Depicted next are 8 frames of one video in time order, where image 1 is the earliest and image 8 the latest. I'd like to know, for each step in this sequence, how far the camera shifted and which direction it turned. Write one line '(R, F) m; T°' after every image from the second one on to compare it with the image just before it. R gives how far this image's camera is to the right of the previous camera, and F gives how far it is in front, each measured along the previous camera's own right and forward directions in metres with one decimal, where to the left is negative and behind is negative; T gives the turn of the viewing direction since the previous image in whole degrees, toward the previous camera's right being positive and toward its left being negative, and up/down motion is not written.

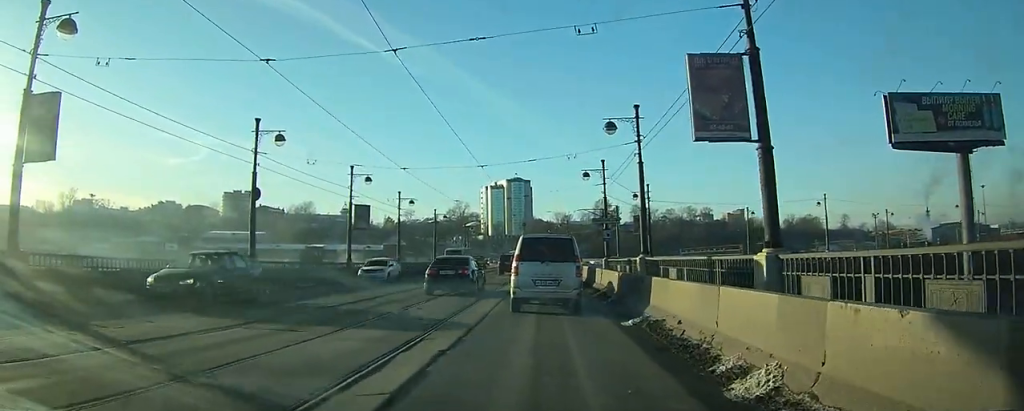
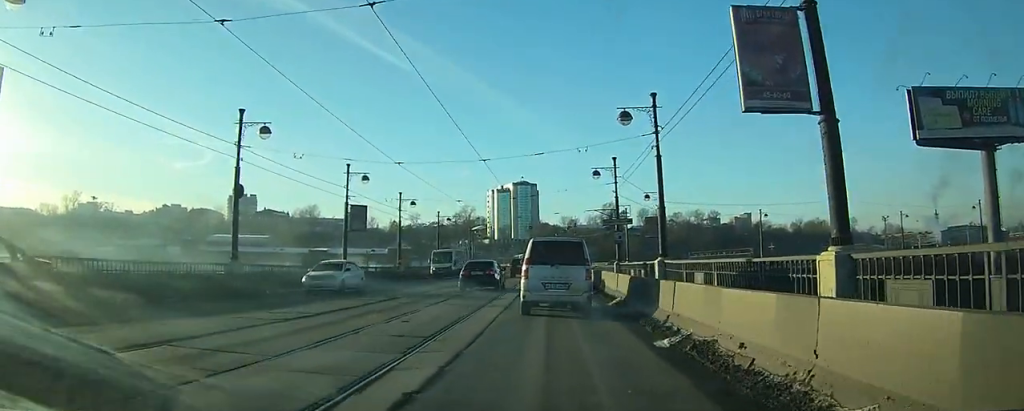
(0.0, +2.8) m; +1°
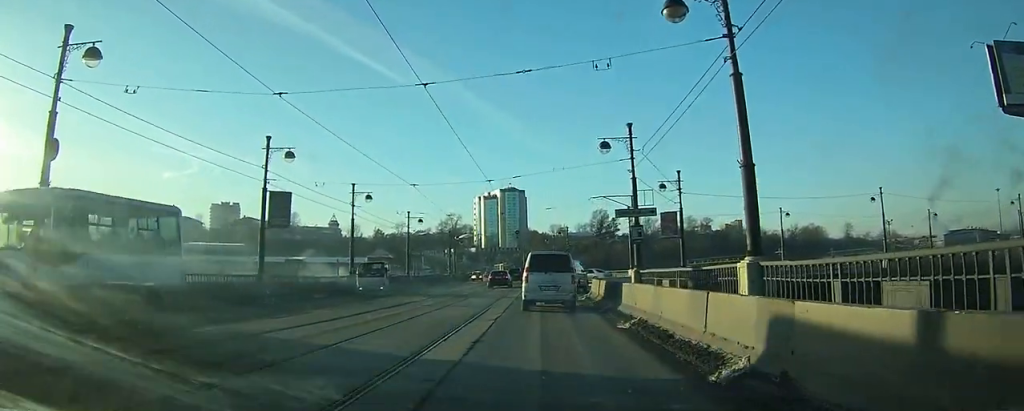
(+0.4, +12.2) m; +3°
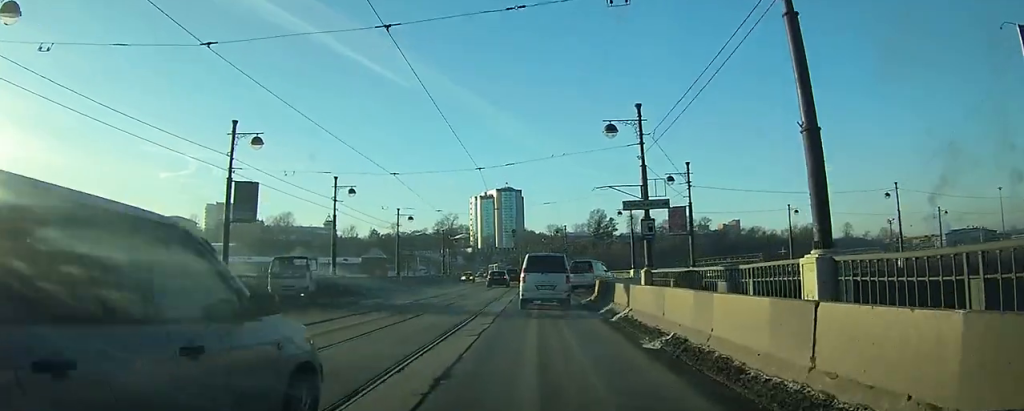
(0.0, +3.3) m; 0°
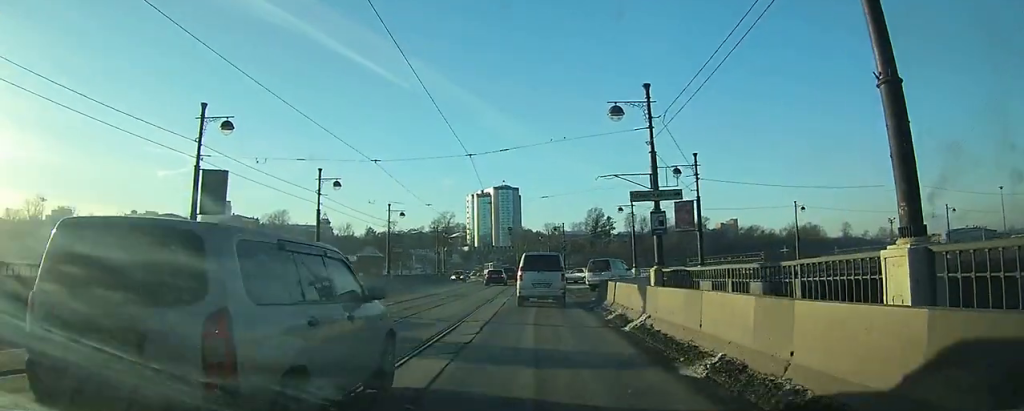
(0.0, +2.5) m; 0°
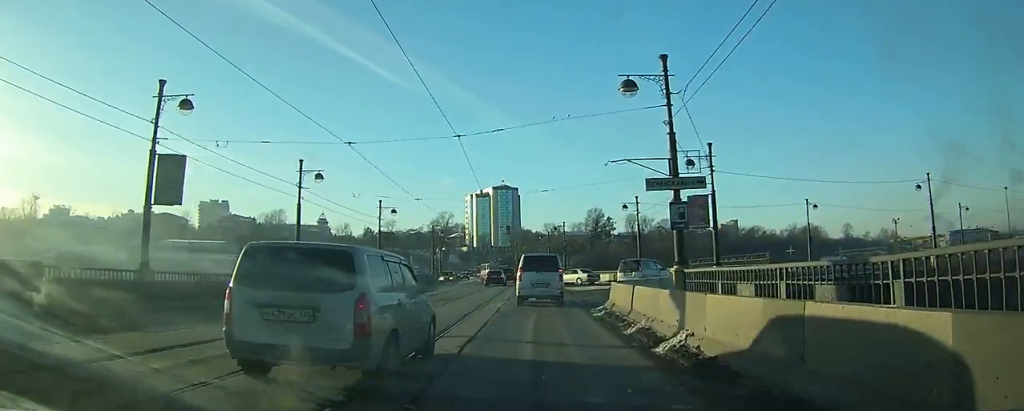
(0.0, +3.0) m; 0°
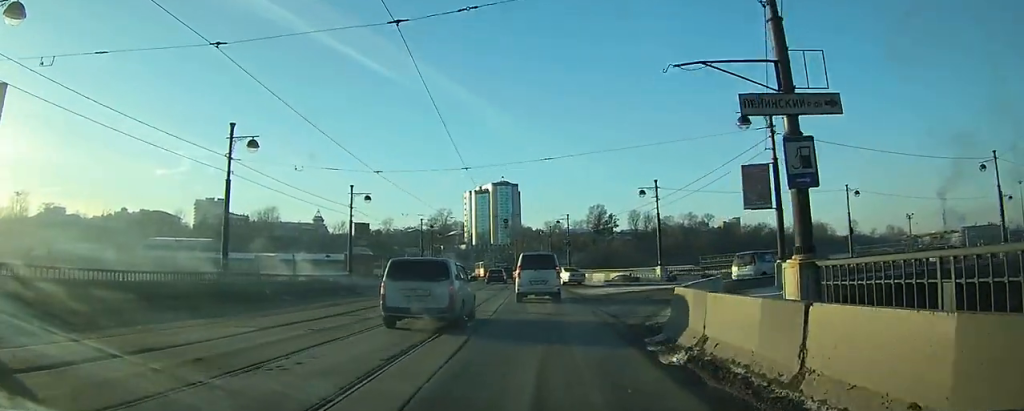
(0.0, +8.3) m; -1°
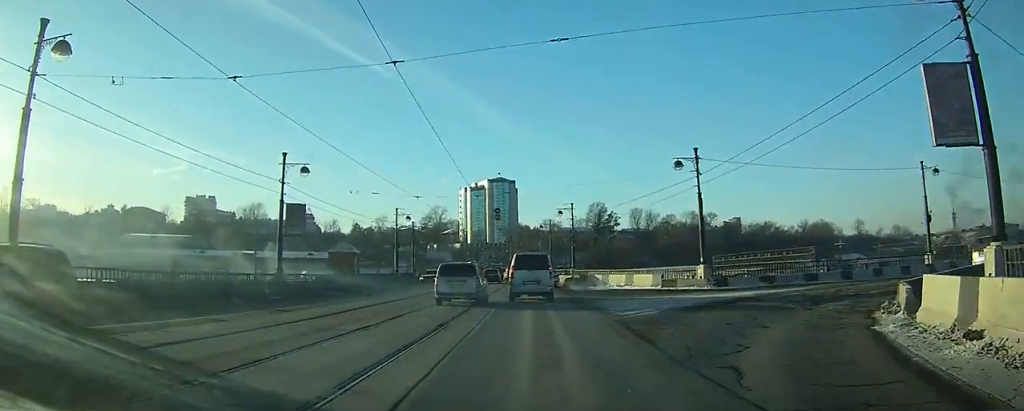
(-0.2, +12.3) m; -2°
